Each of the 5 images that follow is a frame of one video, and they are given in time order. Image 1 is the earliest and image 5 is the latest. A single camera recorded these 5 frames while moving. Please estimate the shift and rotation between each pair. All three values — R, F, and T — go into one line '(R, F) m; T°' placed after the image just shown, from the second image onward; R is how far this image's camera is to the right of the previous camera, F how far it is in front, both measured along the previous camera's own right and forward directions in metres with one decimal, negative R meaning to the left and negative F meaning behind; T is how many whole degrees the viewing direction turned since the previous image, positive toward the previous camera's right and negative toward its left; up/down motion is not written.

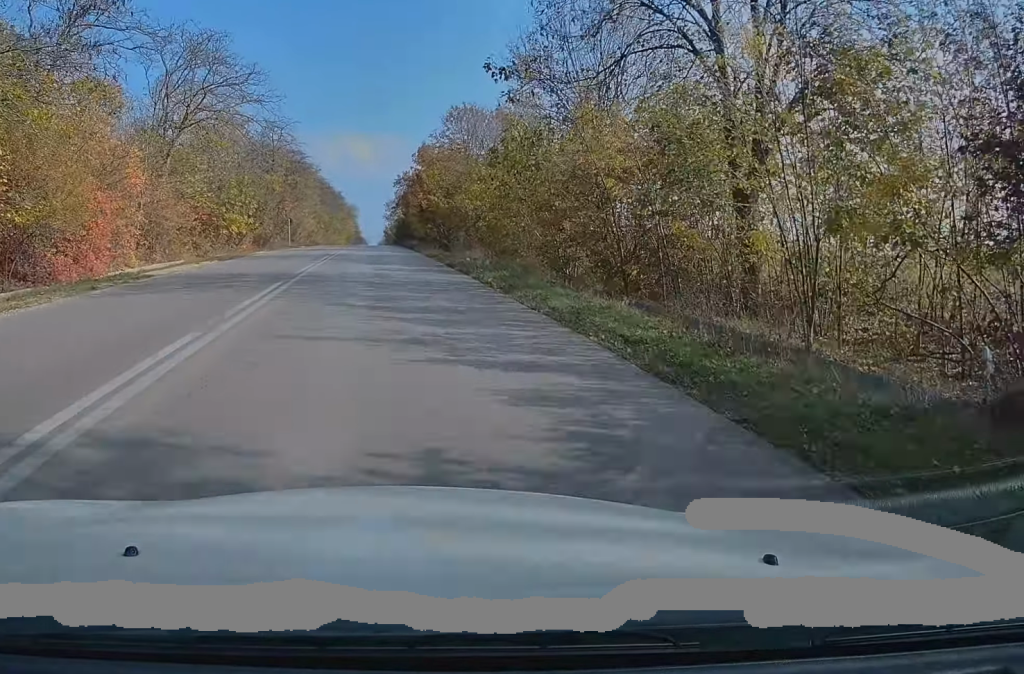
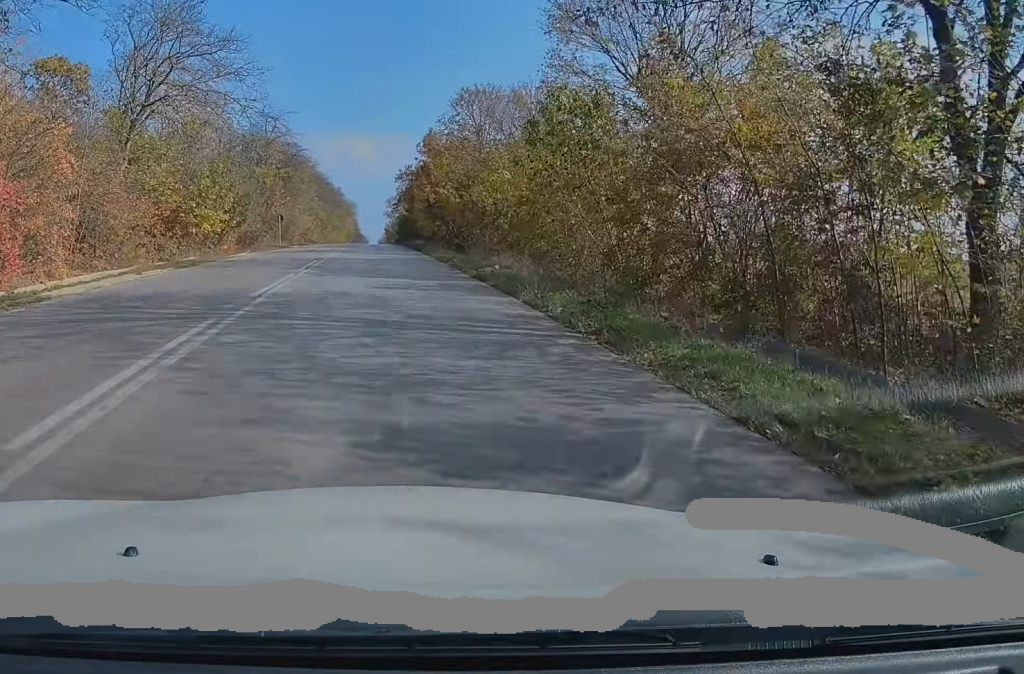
(0.0, +7.6) m; 0°
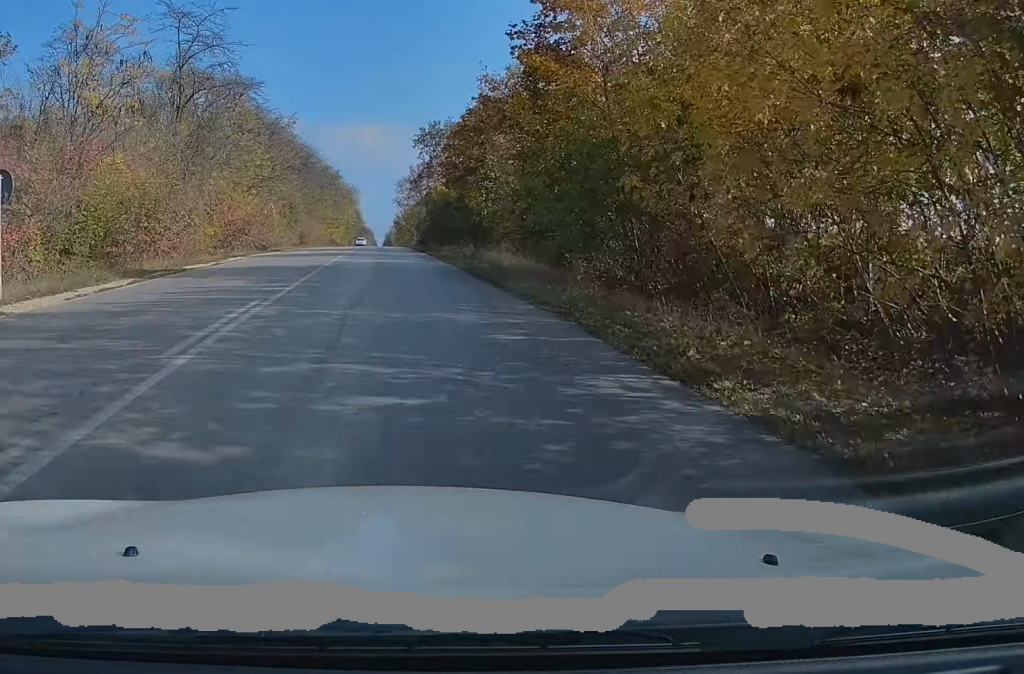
(0.0, +50.7) m; 0°
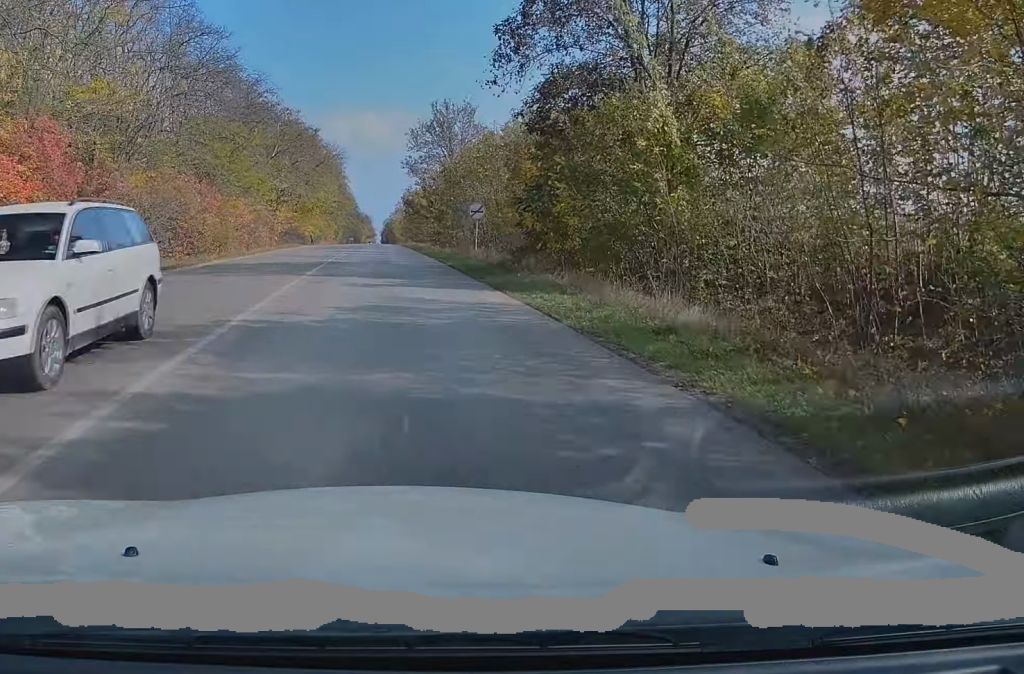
(-0.1, +65.1) m; 0°
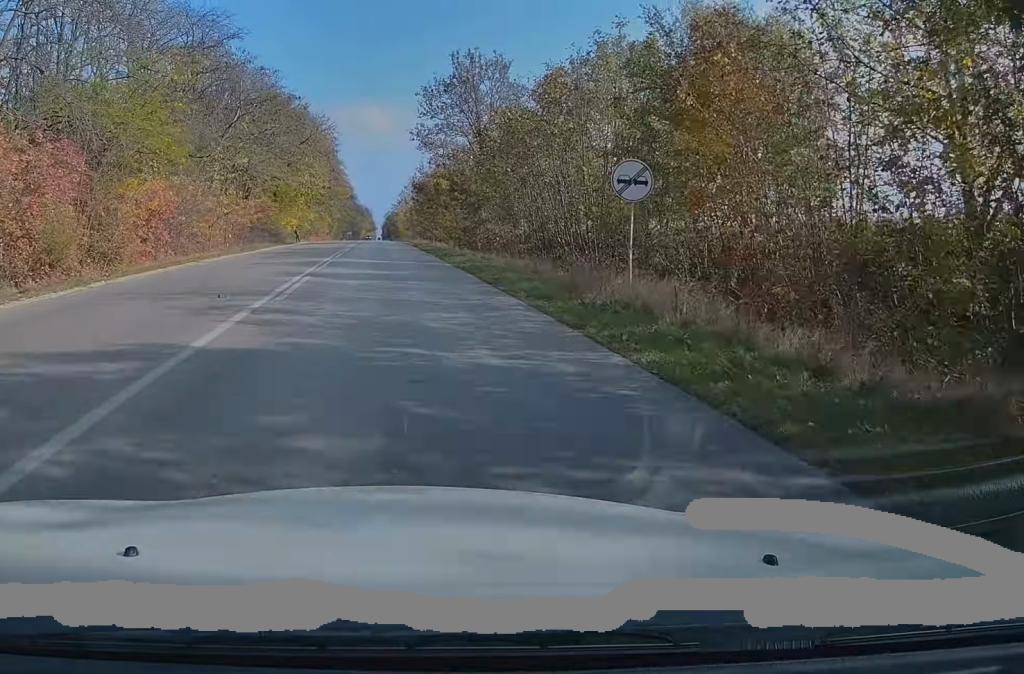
(+0.1, +21.8) m; 0°
